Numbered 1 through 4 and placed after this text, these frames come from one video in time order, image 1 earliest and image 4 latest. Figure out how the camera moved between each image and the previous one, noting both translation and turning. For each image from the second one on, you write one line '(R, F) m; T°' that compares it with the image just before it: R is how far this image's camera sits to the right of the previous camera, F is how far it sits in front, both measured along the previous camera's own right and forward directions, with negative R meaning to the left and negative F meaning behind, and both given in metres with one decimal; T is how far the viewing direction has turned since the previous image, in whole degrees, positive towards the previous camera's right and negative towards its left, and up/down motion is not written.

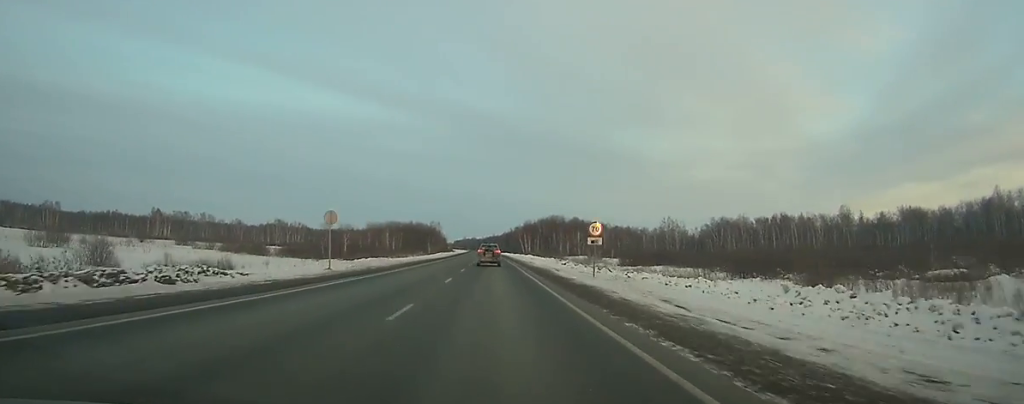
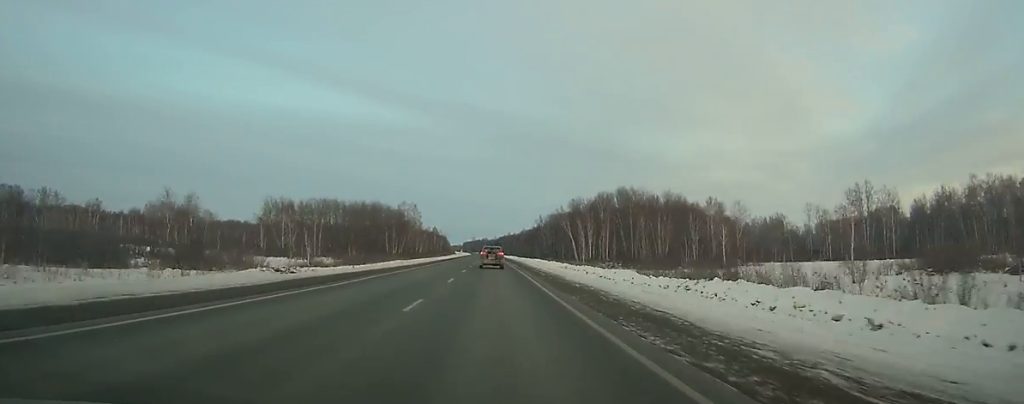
(-1.6, +177.0) m; -1°
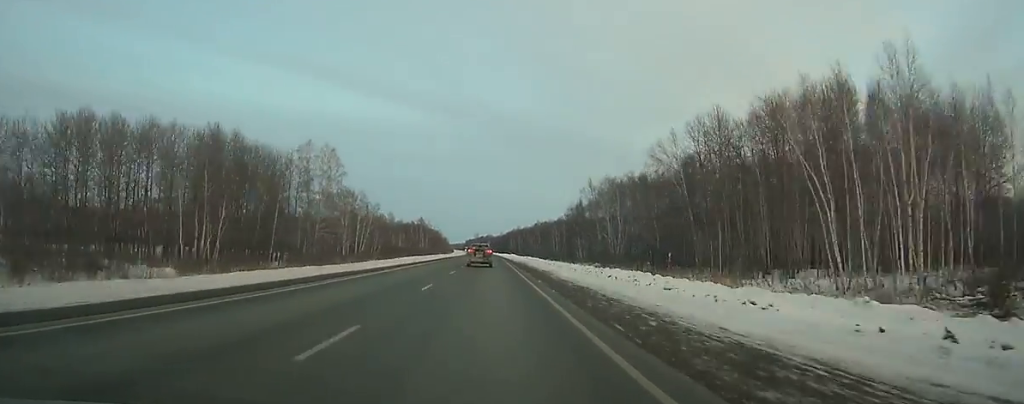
(-0.9, +125.3) m; -1°
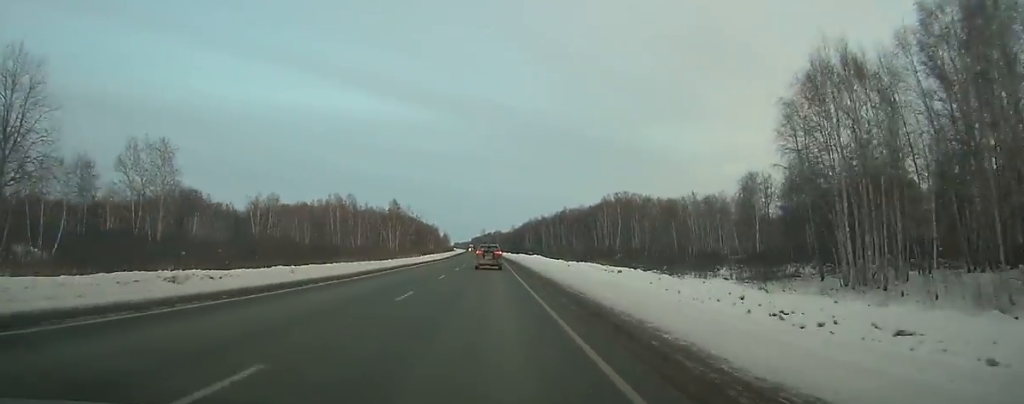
(-0.3, +123.3) m; -1°
